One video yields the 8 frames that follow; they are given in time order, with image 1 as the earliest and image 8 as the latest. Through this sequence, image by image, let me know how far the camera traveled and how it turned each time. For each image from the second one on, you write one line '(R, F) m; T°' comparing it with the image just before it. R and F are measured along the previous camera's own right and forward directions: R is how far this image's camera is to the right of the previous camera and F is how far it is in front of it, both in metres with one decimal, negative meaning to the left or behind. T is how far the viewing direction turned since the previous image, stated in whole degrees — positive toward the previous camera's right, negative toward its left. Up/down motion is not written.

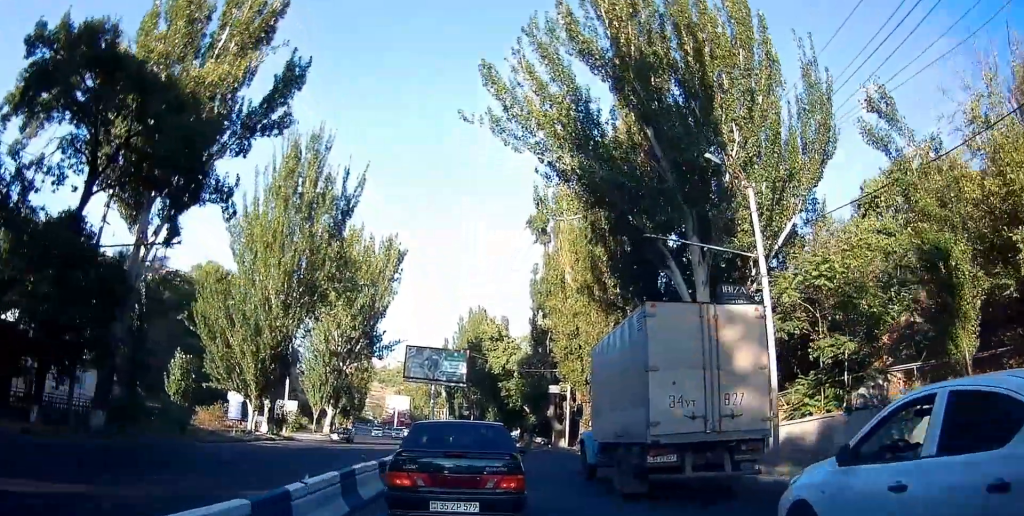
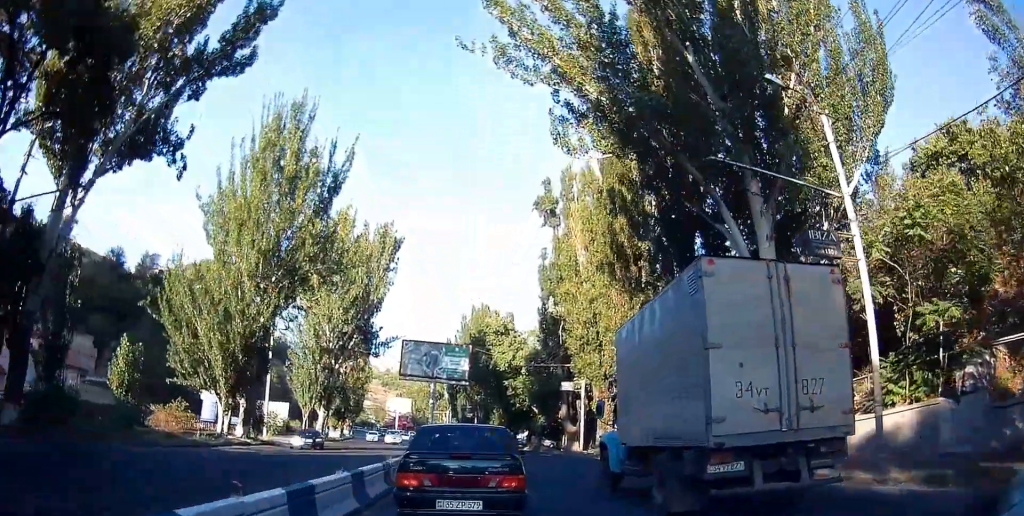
(0.0, +5.6) m; 0°
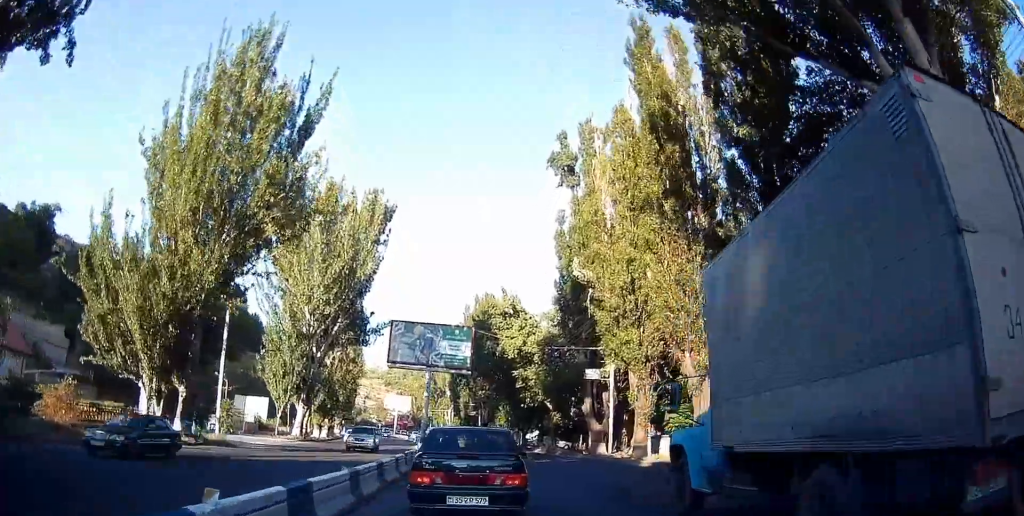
(0.0, +9.3) m; +2°
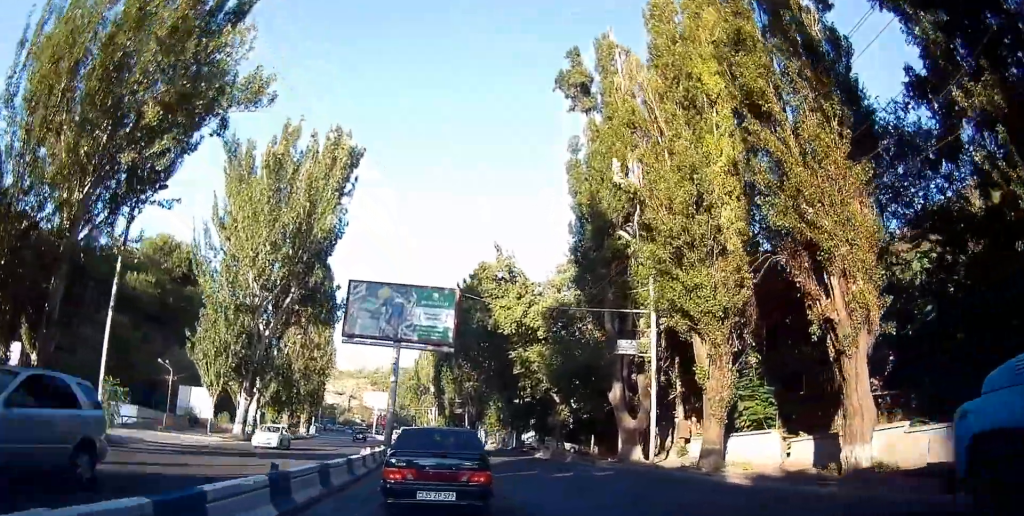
(+0.4, +10.8) m; +4°
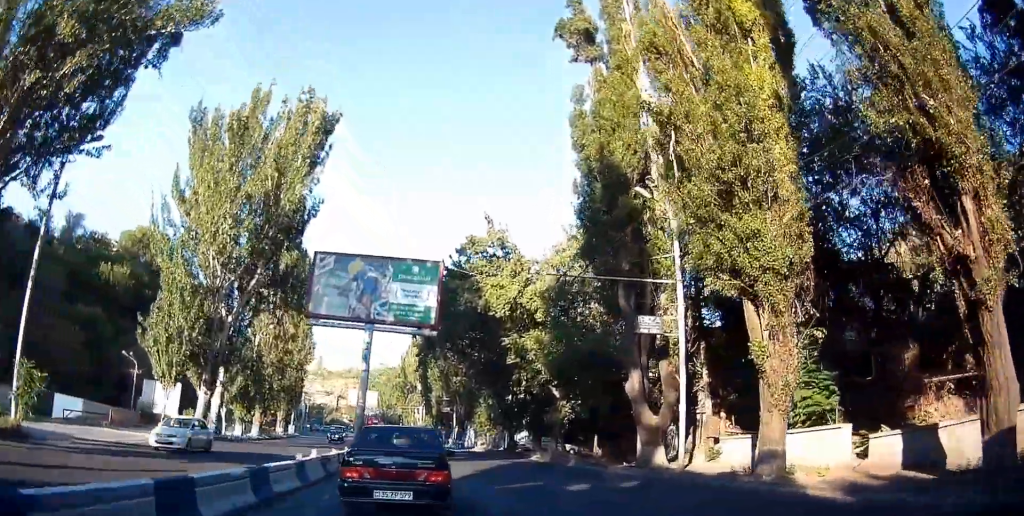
(+0.2, +4.1) m; 0°
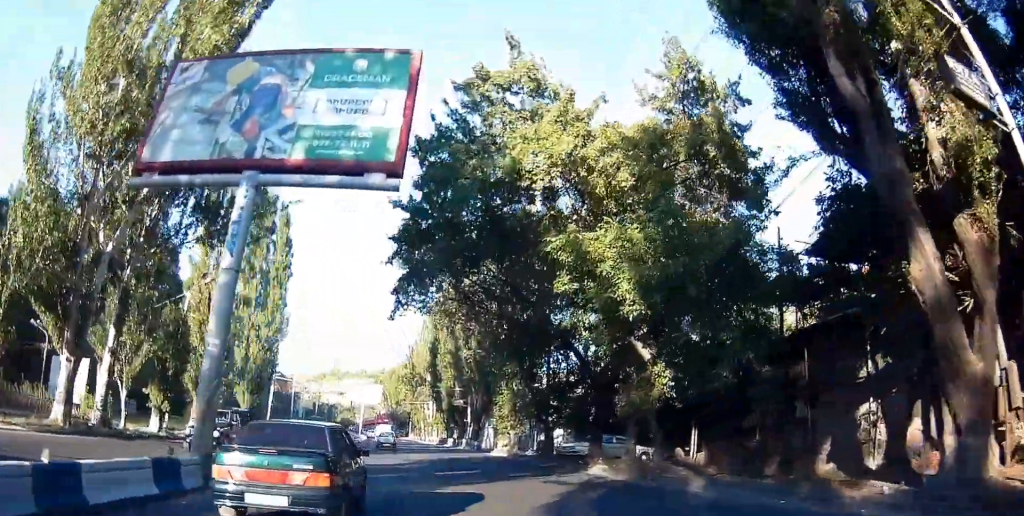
(-0.1, +12.4) m; -2°
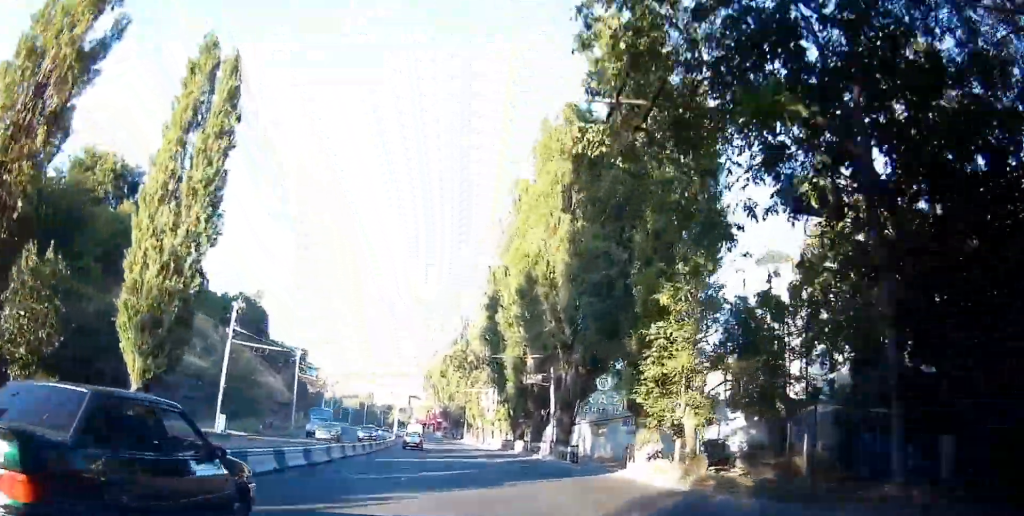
(-1.7, +25.2) m; -7°
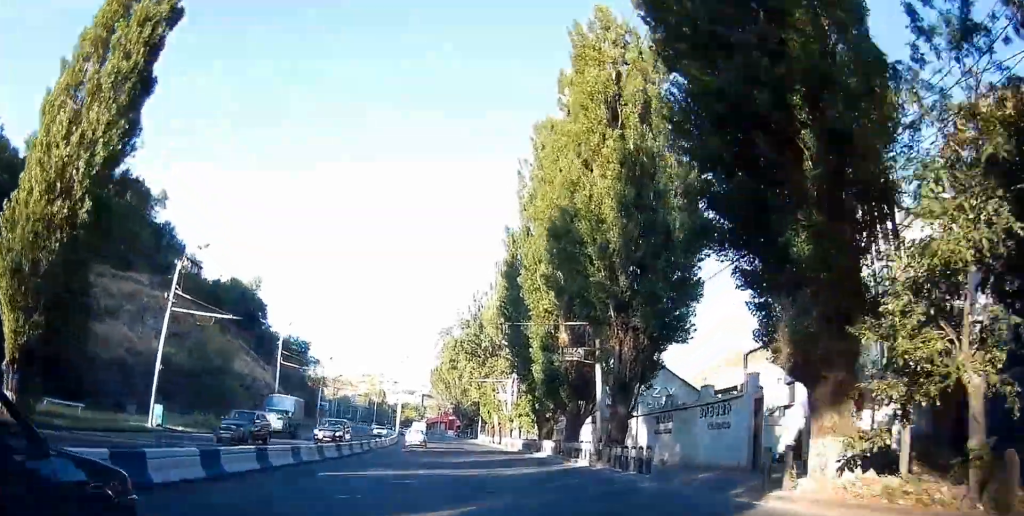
(-0.3, +10.9) m; -2°
